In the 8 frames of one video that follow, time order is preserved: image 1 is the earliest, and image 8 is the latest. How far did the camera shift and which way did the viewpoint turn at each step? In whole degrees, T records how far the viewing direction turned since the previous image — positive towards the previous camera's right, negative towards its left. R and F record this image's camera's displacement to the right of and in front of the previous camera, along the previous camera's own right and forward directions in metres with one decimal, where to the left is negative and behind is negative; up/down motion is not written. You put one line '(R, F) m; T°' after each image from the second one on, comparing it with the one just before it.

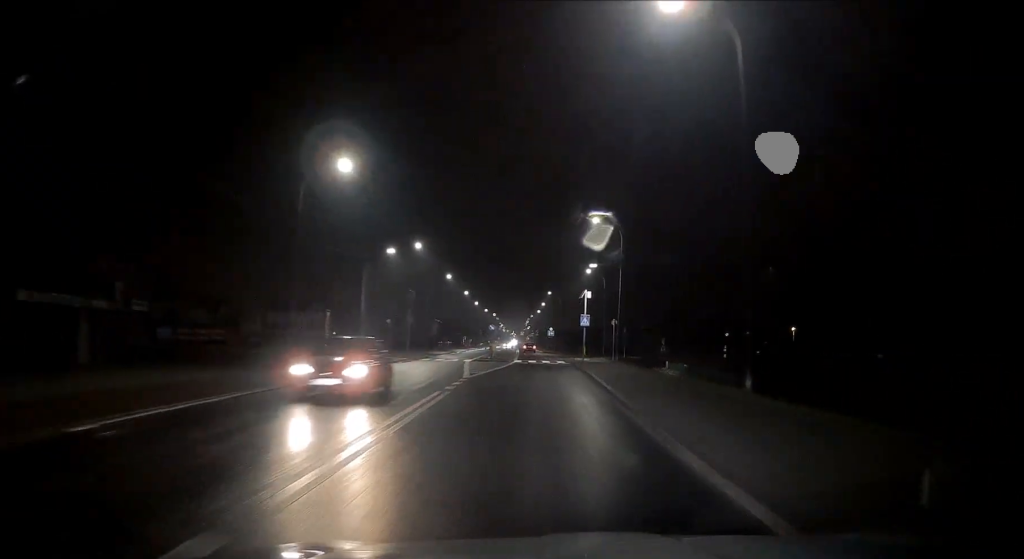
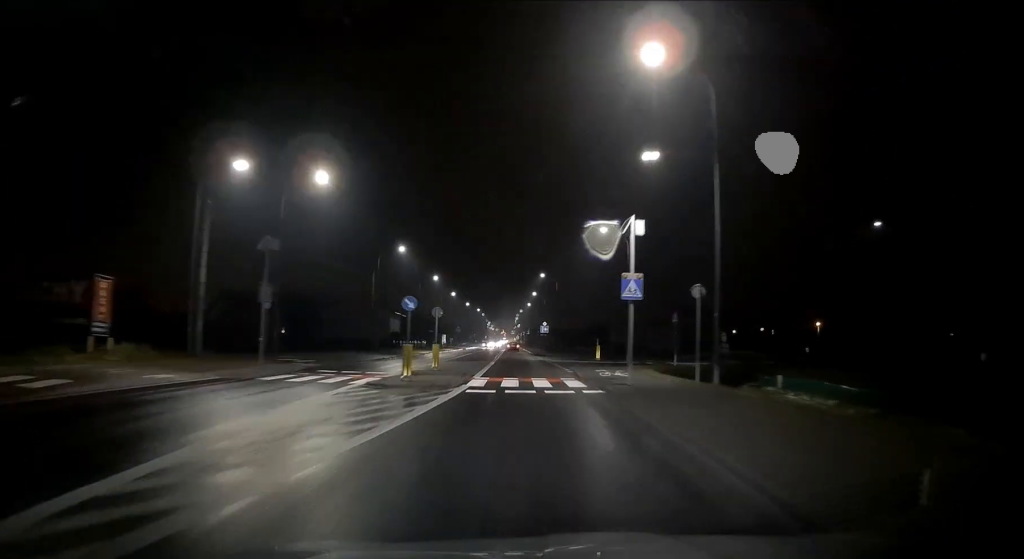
(+0.9, +25.9) m; +1°
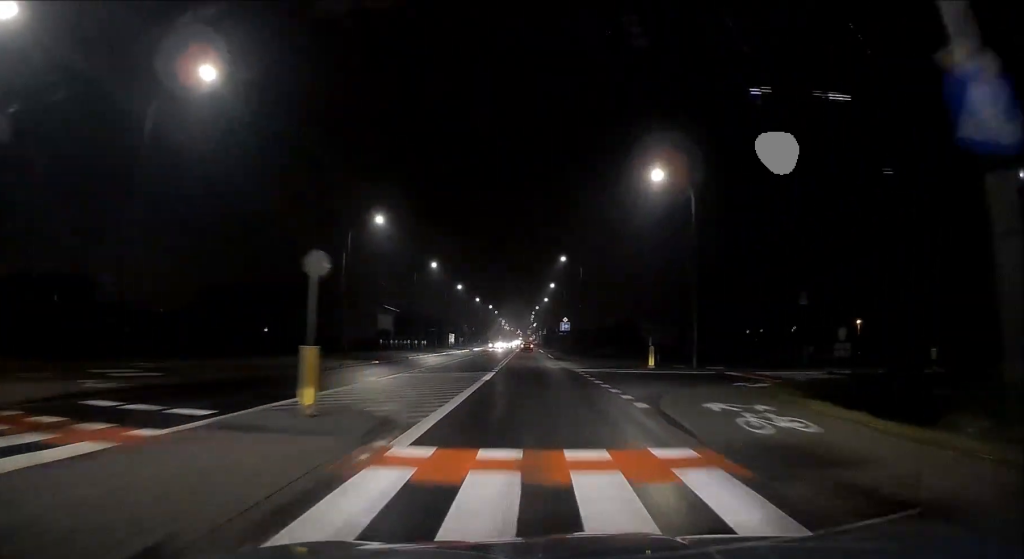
(-0.3, +15.6) m; -1°
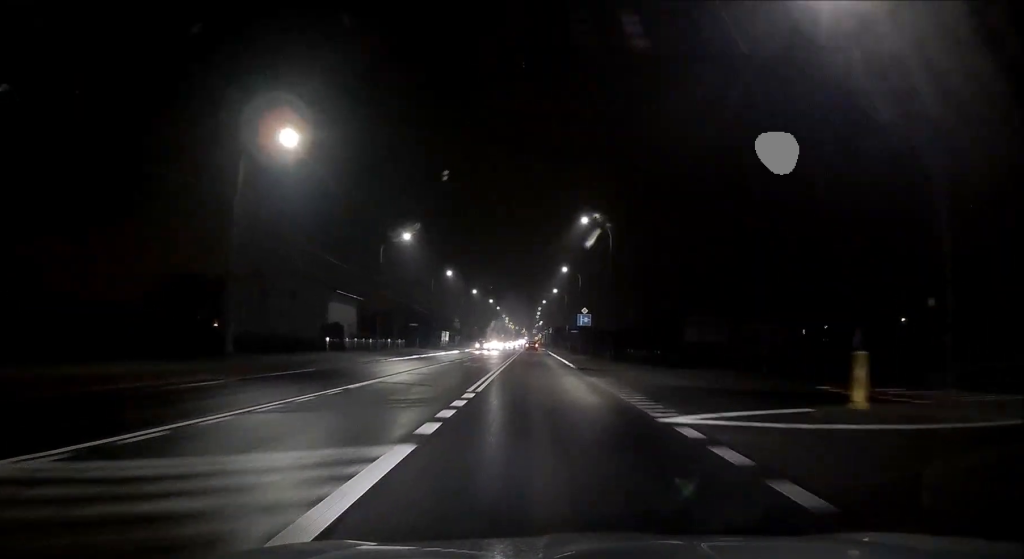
(+0.2, +20.0) m; 0°
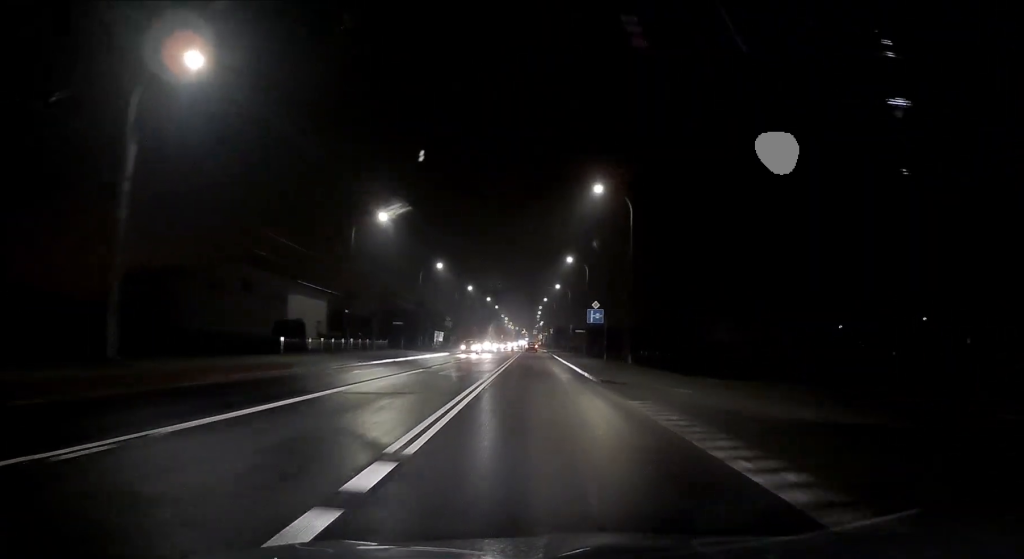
(-0.2, +9.3) m; 0°
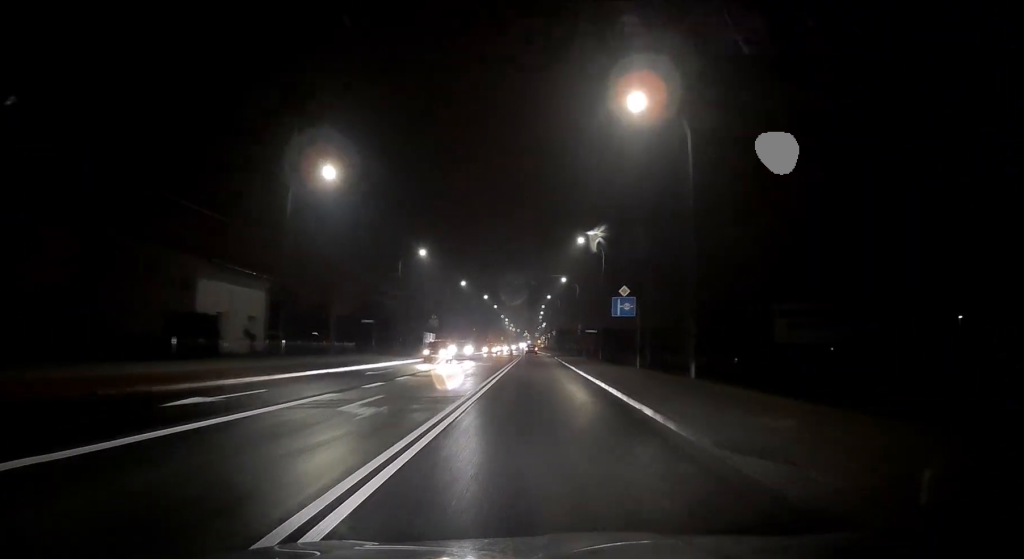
(+0.1, +13.2) m; 0°
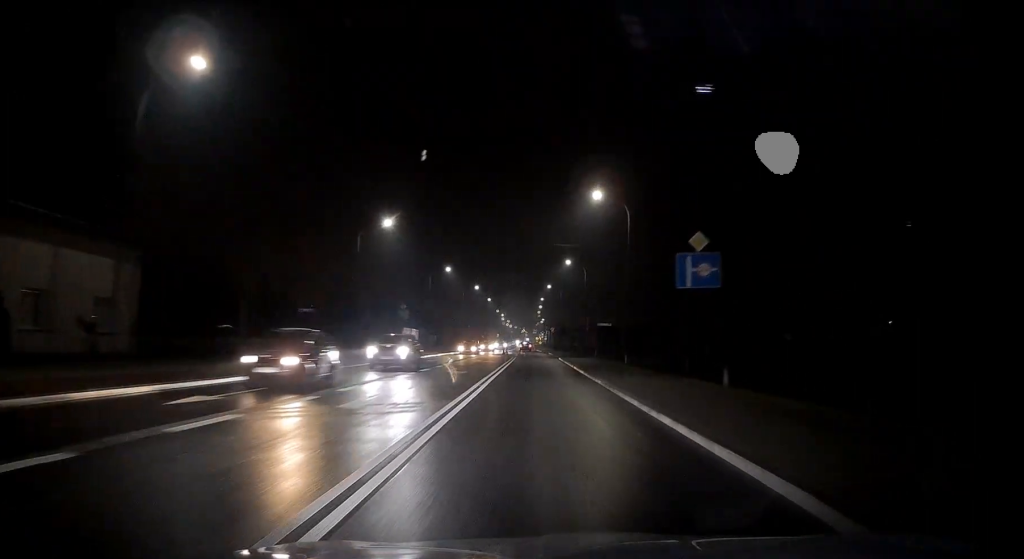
(-0.2, +14.7) m; -1°
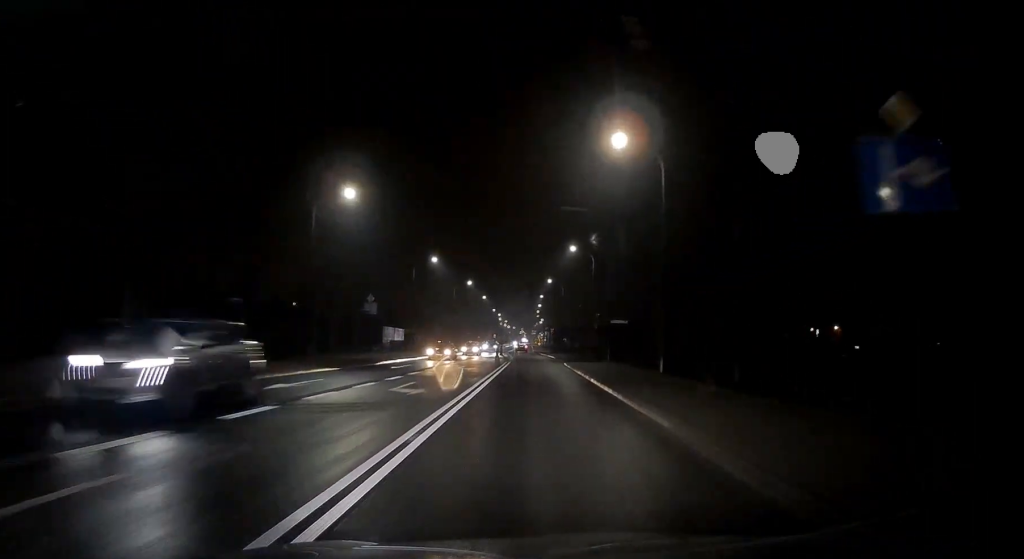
(-0.1, +10.3) m; 0°
